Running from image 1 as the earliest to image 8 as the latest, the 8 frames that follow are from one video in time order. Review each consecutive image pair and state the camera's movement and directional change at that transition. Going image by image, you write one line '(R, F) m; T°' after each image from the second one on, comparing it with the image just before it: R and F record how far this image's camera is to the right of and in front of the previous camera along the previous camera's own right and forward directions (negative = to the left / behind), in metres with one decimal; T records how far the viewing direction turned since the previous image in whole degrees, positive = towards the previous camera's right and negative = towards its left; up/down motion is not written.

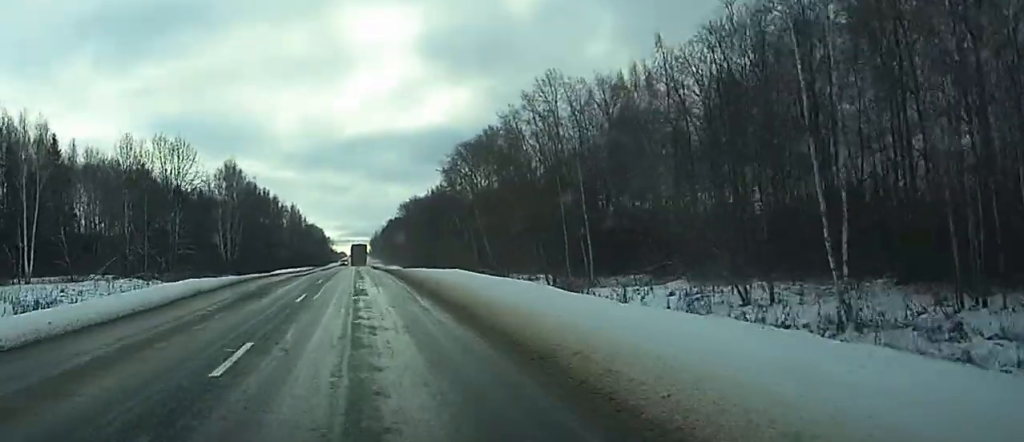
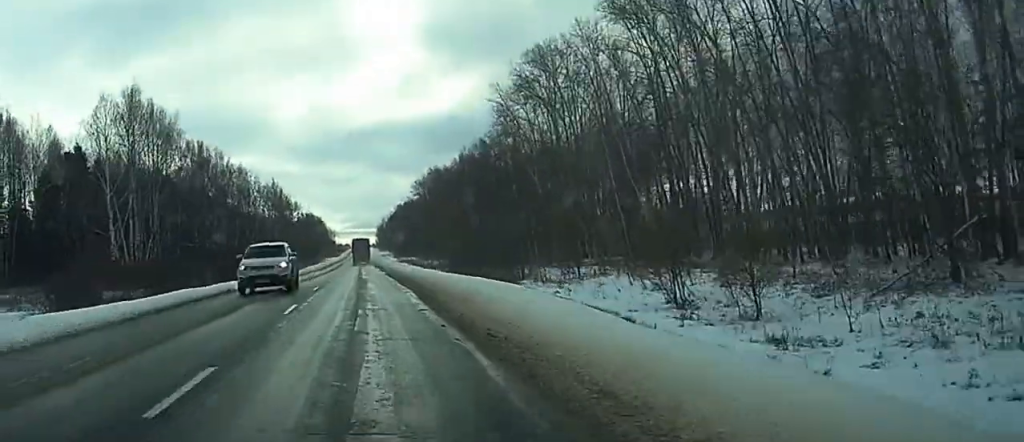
(-0.1, +84.2) m; 0°
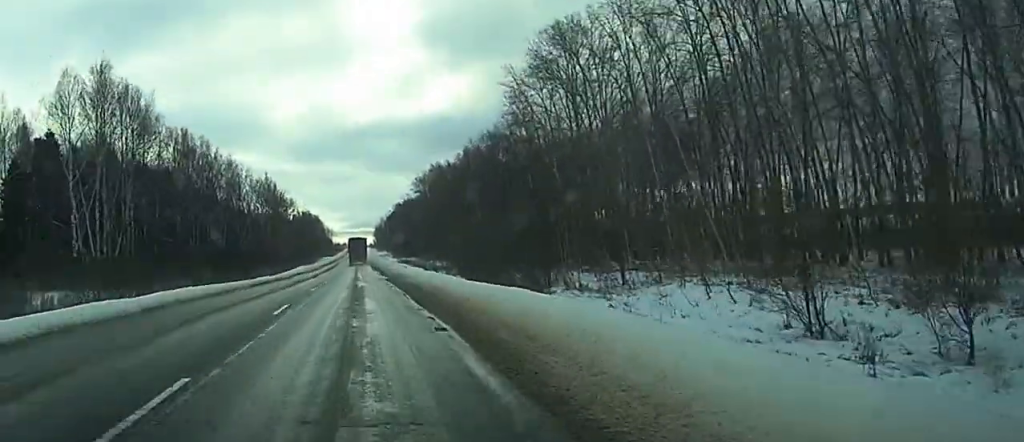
(0.0, +12.8) m; 0°
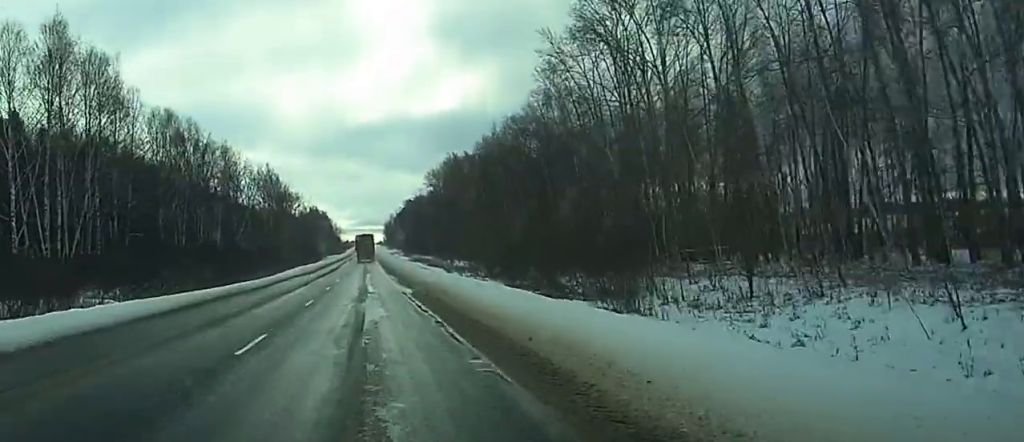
(0.0, +18.2) m; 0°
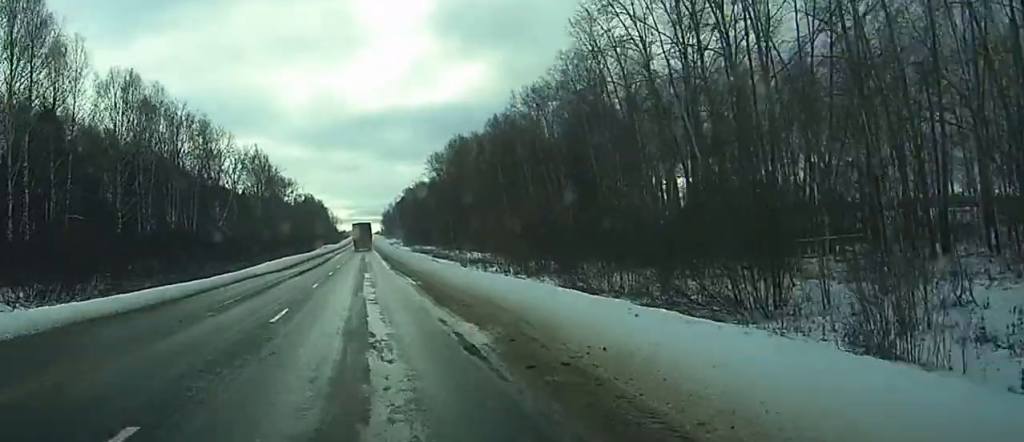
(0.0, +19.9) m; 0°
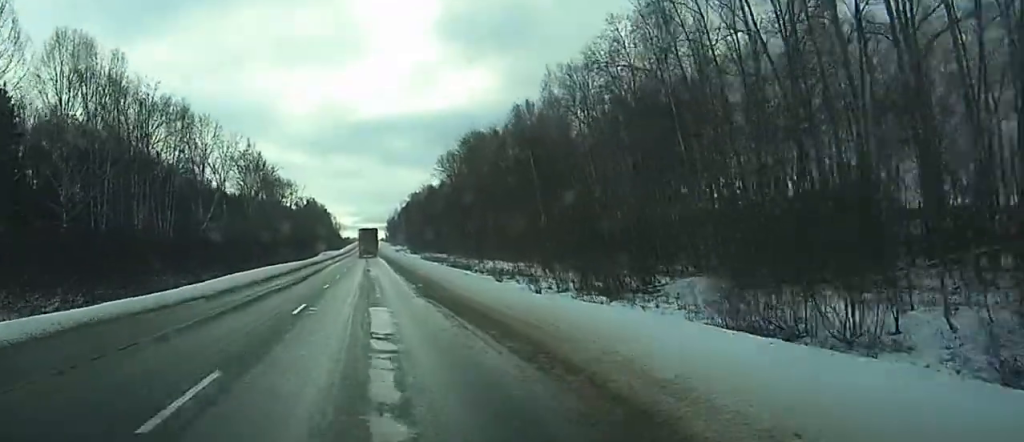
(0.0, +20.8) m; 0°
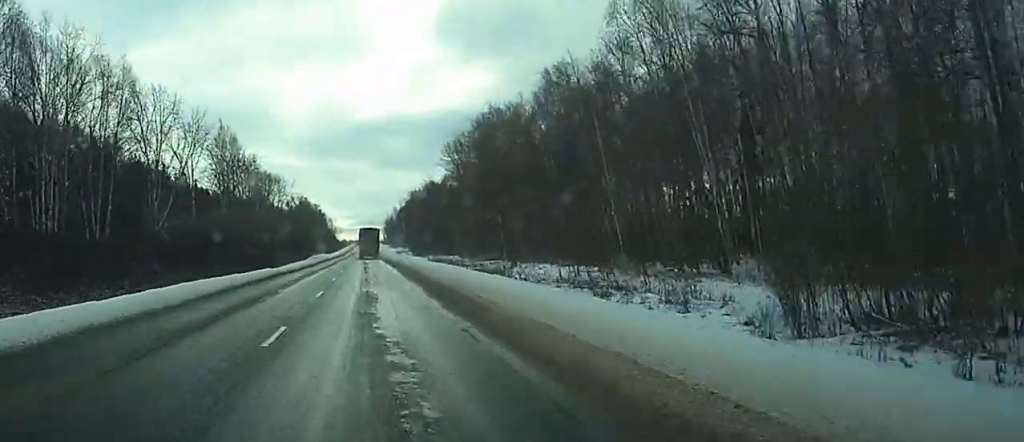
(0.0, +29.7) m; 0°
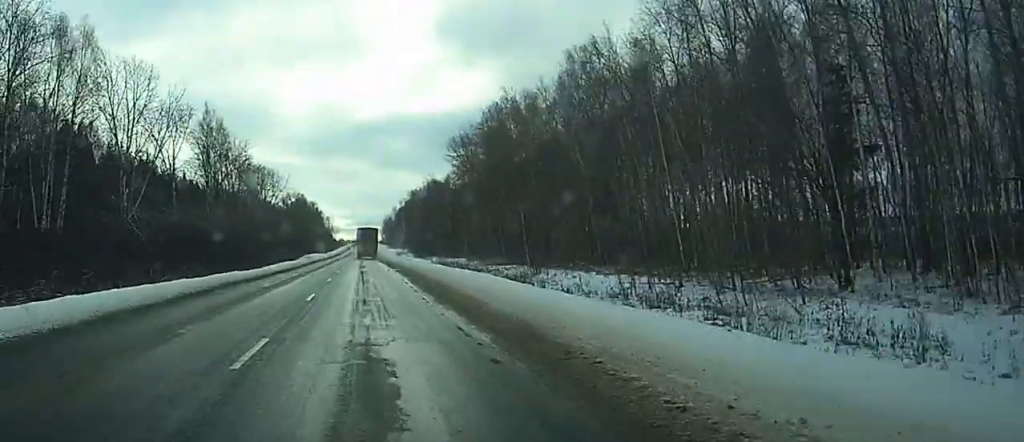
(0.0, +14.3) m; 0°
